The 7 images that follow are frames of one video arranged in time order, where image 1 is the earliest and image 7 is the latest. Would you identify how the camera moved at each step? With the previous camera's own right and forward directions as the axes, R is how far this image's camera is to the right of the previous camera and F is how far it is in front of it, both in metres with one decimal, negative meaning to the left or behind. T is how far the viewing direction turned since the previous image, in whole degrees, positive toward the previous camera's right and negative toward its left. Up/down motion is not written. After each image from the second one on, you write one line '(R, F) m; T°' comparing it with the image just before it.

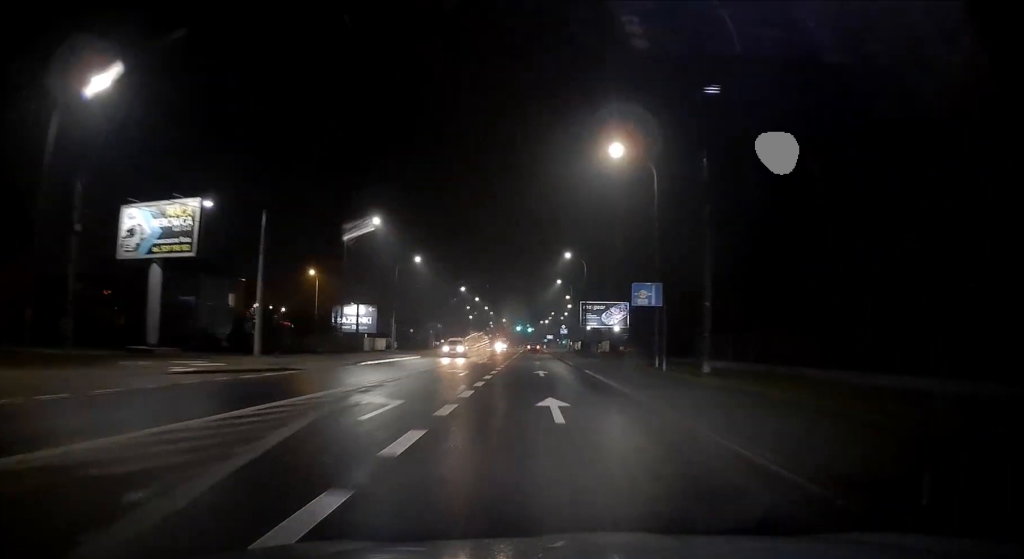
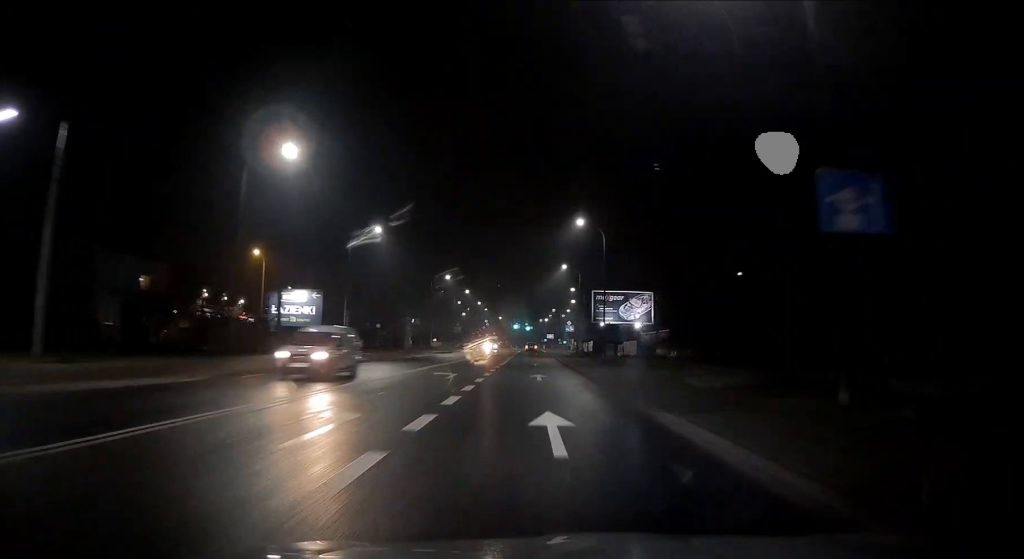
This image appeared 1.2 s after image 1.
(0.0, +17.6) m; -1°
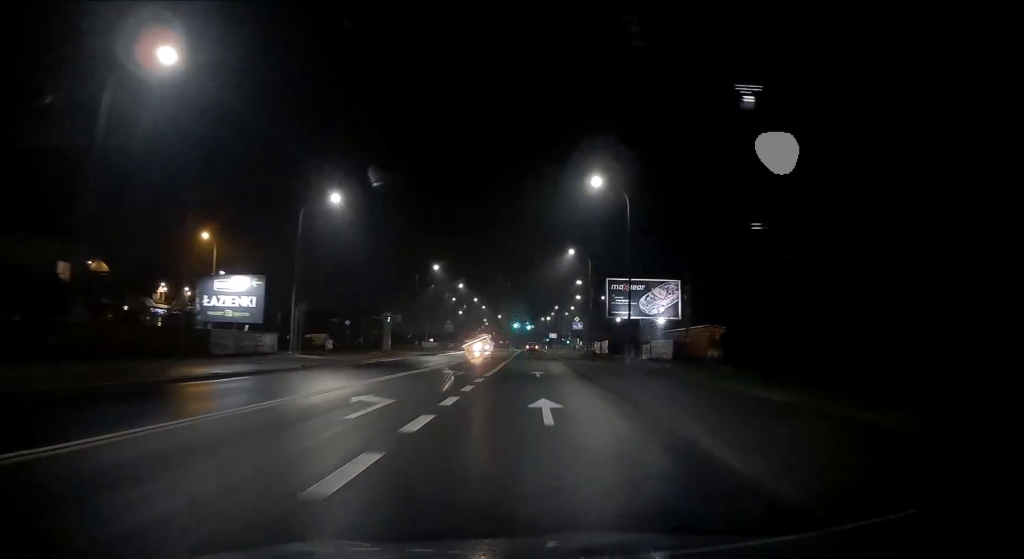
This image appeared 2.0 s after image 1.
(-0.1, +12.0) m; 0°
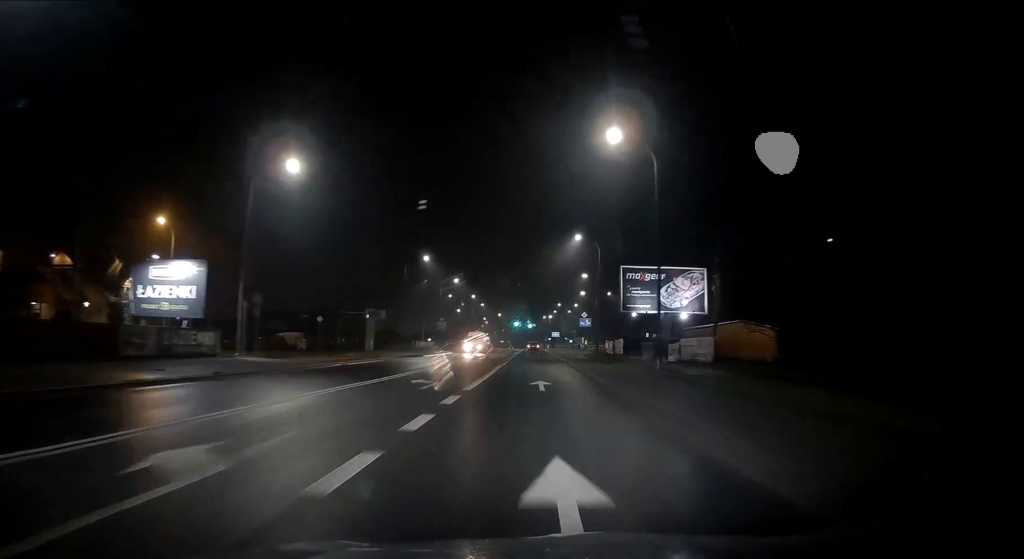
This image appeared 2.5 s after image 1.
(-0.2, +8.0) m; 0°
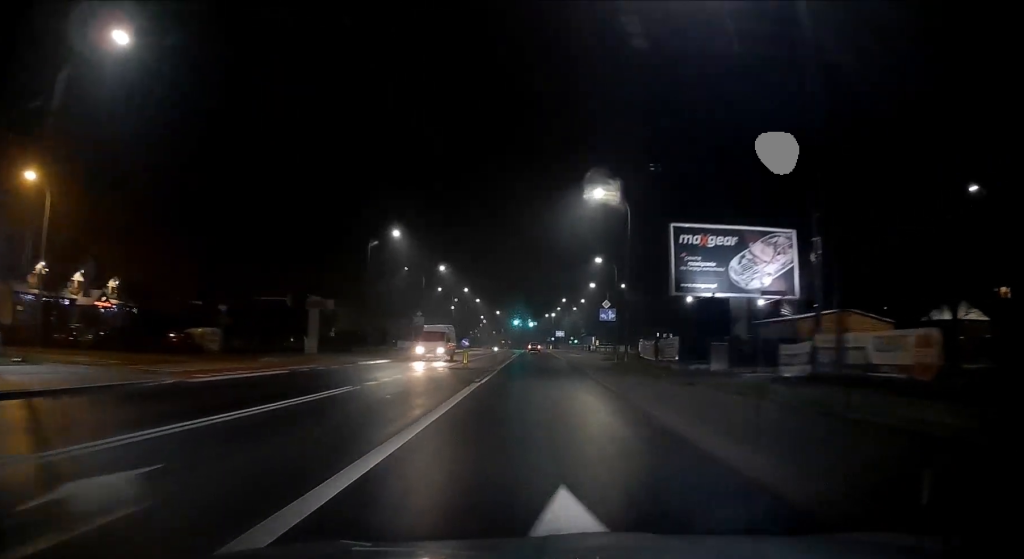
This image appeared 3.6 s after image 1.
(+0.3, +16.4) m; +1°
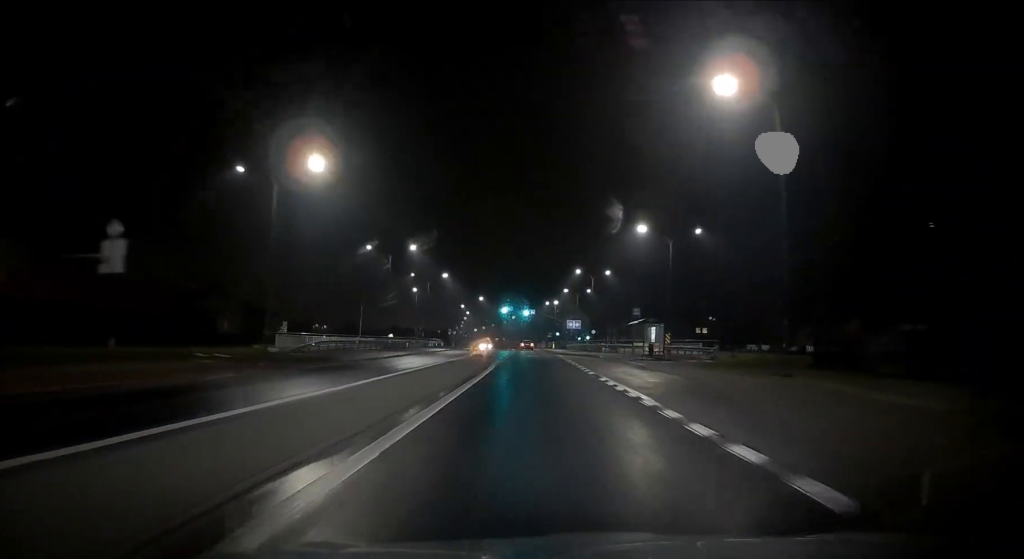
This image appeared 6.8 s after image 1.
(-0.7, +47.6) m; -1°
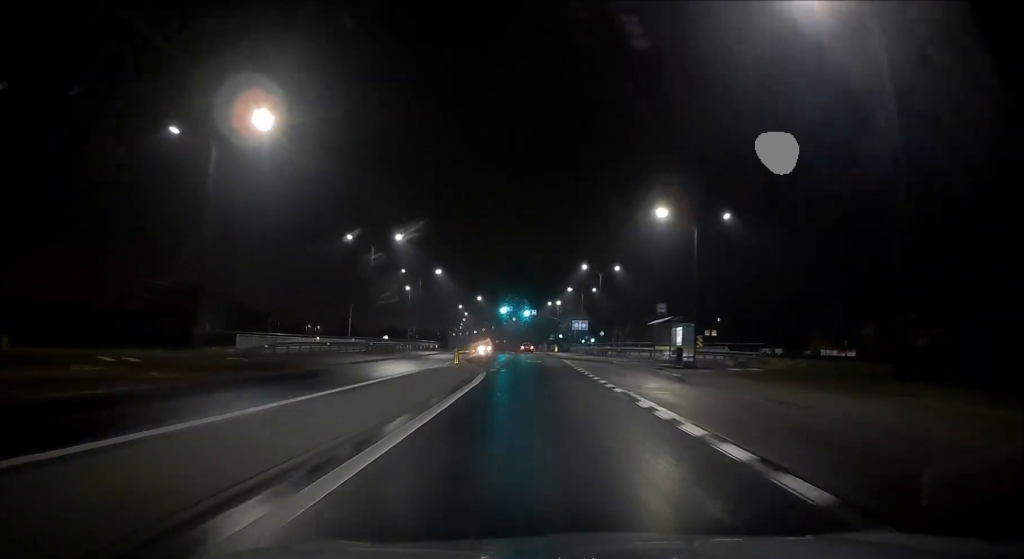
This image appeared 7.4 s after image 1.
(-0.1, +7.7) m; 0°
